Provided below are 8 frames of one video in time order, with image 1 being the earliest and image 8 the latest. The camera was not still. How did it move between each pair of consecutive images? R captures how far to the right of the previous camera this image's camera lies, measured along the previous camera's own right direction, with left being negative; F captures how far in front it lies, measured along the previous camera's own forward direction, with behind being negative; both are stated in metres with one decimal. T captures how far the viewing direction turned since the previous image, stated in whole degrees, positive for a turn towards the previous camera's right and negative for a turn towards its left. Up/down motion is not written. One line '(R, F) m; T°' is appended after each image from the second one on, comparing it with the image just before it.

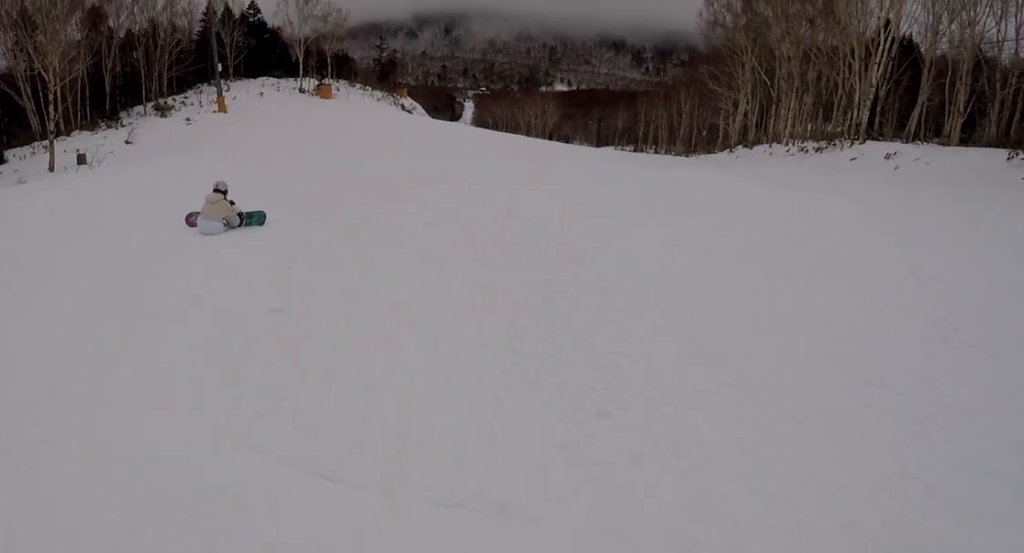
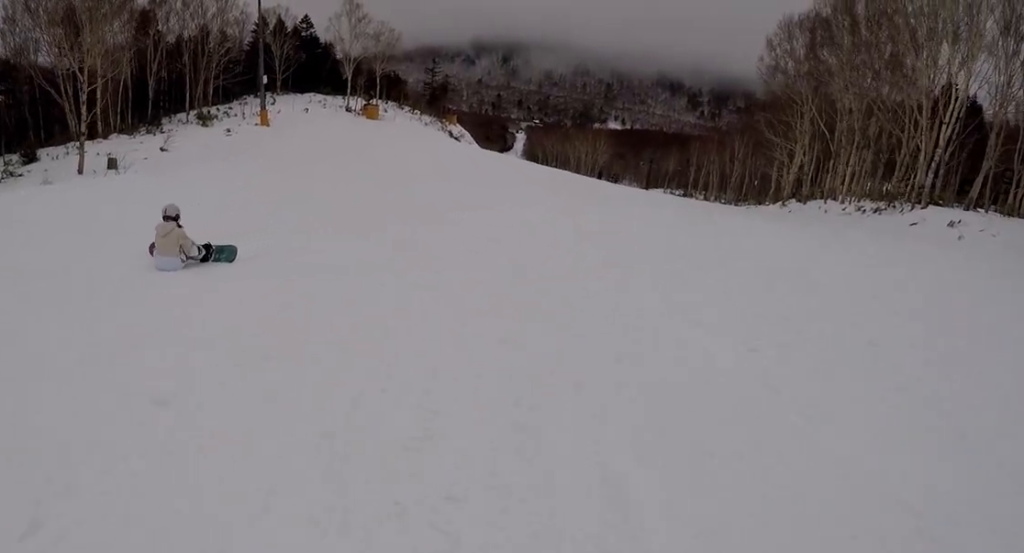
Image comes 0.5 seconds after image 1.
(-0.3, +1.8) m; -6°
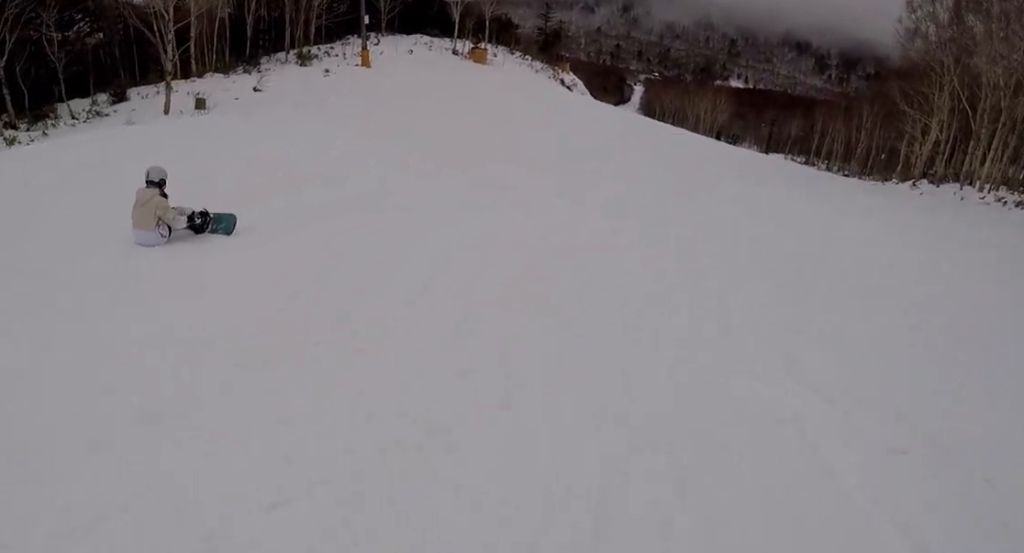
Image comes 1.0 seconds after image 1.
(-0.5, +1.9) m; -5°
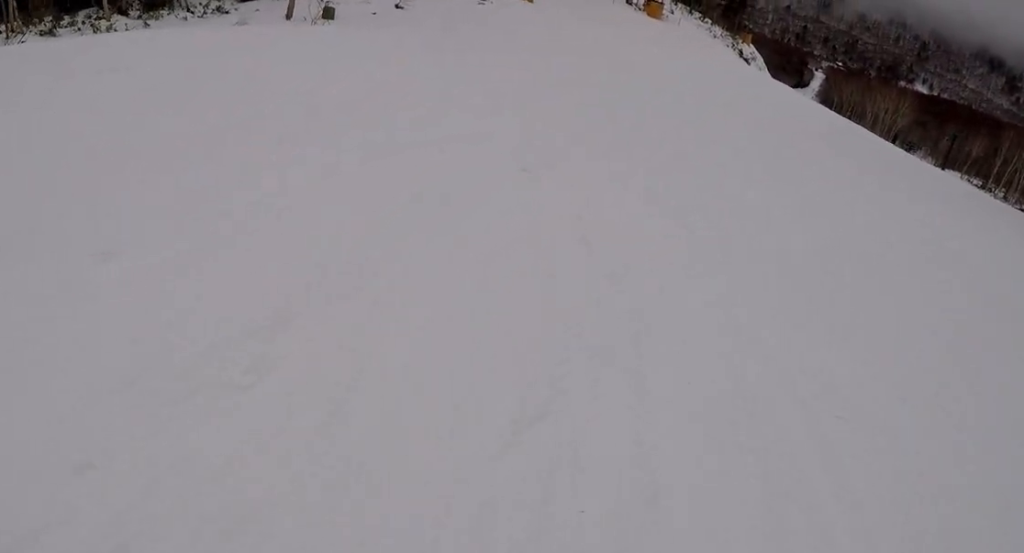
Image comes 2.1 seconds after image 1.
(+0.4, +4.6) m; -8°
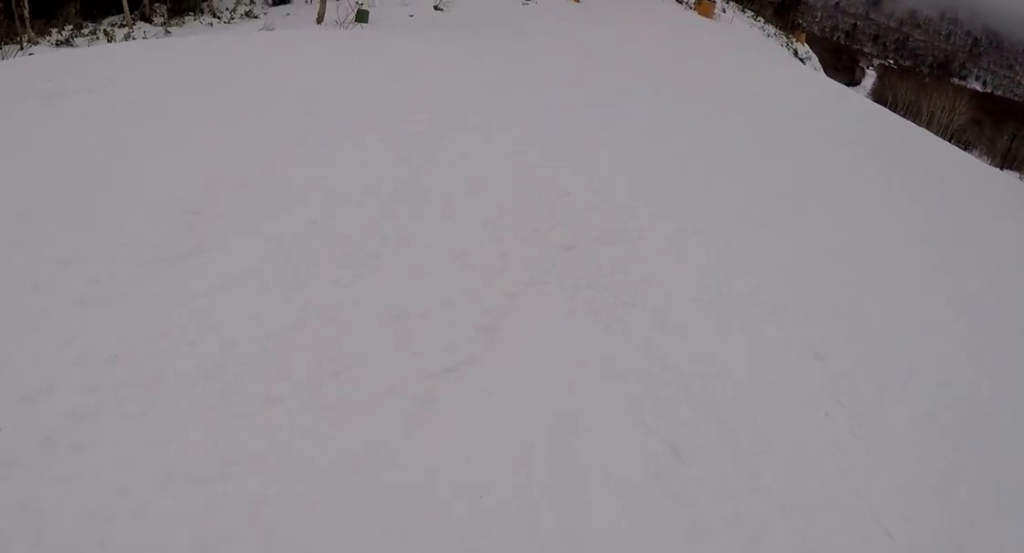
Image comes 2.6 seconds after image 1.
(-0.4, +2.2) m; -1°
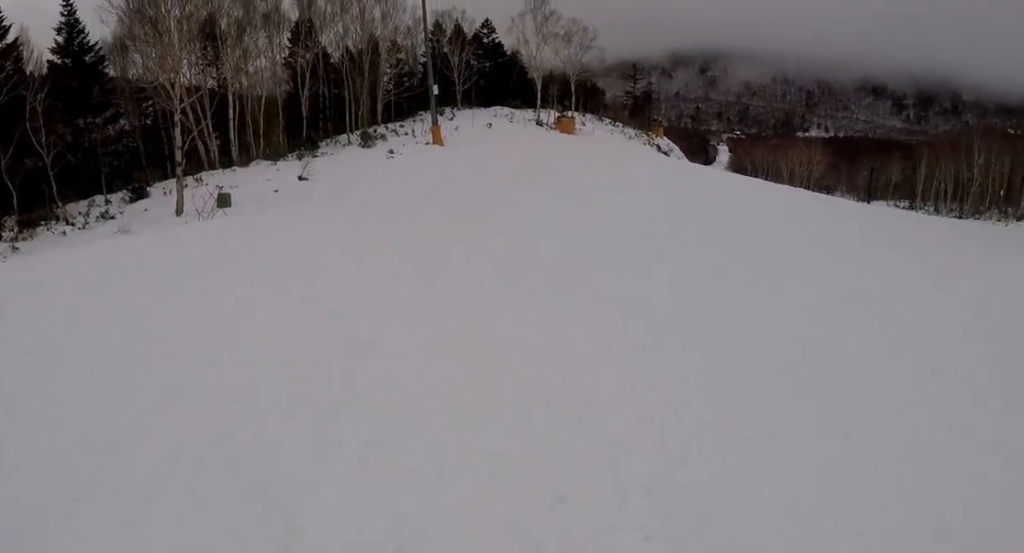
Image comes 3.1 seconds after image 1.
(-0.7, +2.7) m; 0°
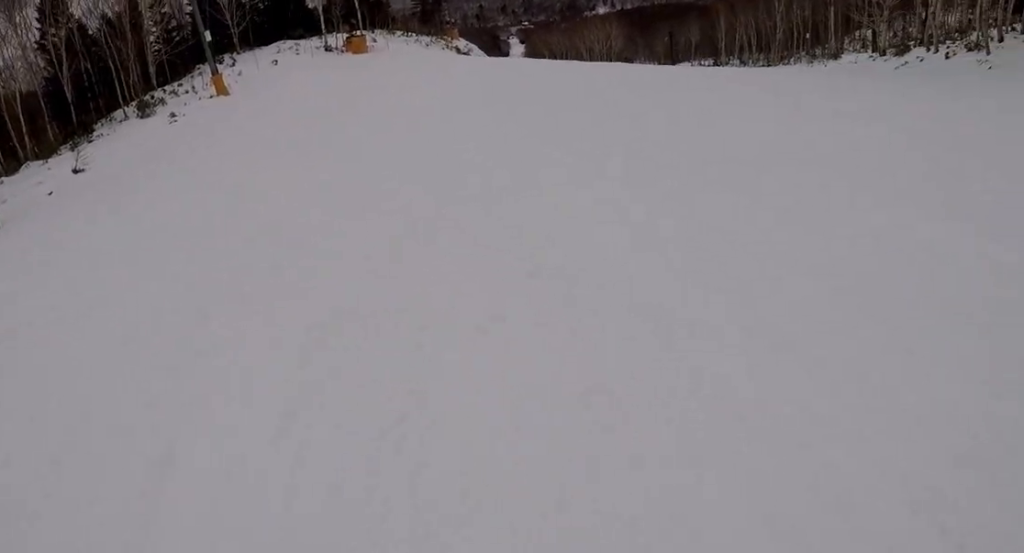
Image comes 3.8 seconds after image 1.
(+0.8, +3.4) m; +5°
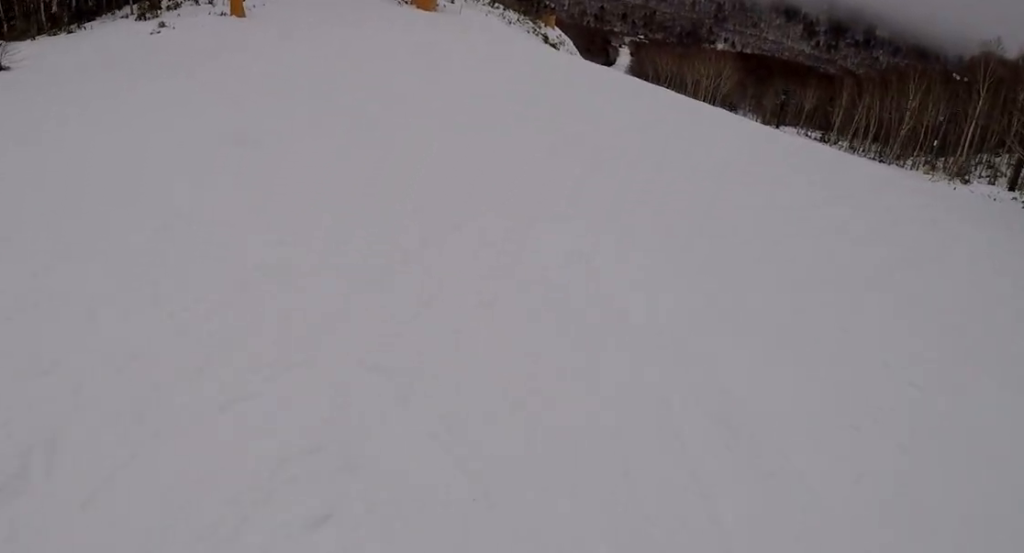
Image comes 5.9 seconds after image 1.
(+0.5, +10.4) m; +5°
